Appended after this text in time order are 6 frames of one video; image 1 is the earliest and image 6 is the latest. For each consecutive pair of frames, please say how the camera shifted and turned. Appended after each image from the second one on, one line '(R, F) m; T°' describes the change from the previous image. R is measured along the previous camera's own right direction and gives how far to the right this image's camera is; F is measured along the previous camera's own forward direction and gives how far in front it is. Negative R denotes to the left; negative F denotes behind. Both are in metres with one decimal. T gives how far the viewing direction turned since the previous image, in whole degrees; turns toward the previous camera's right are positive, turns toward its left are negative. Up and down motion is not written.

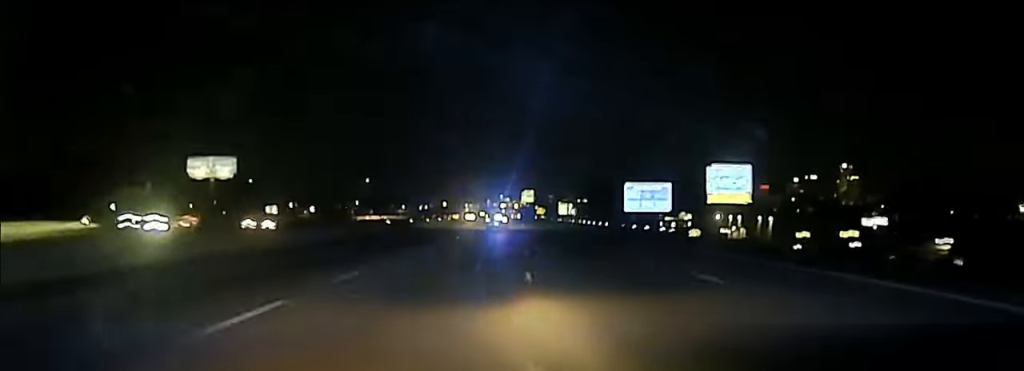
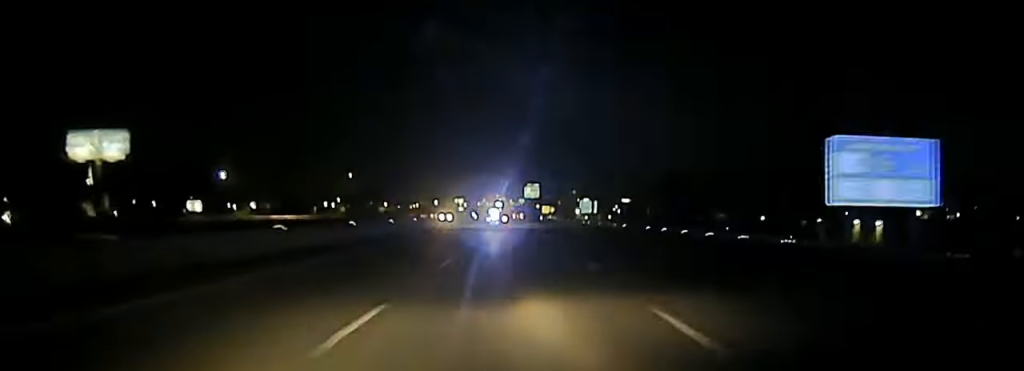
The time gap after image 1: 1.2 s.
(+0.2, +68.2) m; 0°
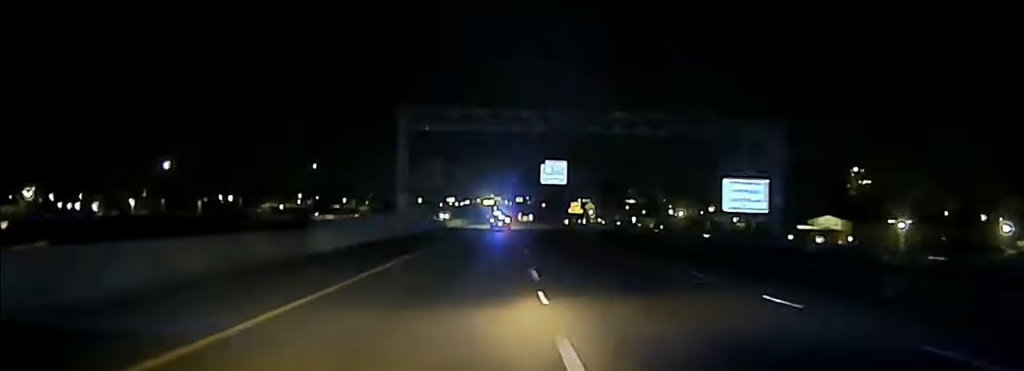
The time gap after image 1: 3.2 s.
(-0.5, +115.1) m; 0°
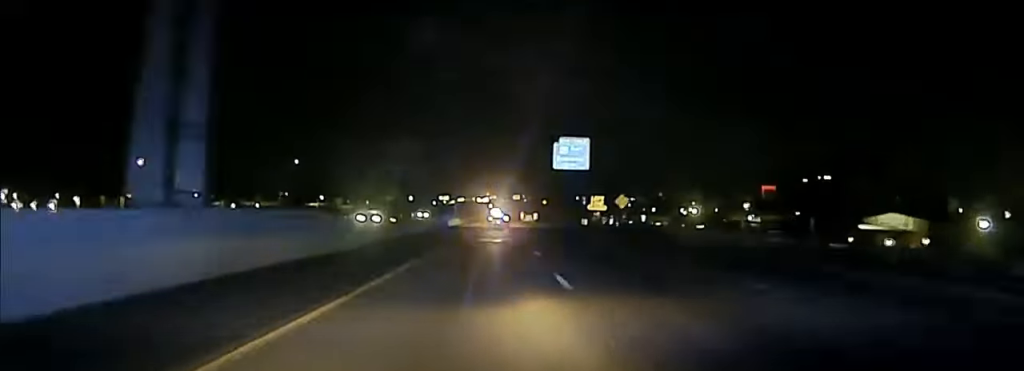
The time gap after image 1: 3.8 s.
(-0.1, +36.7) m; 0°
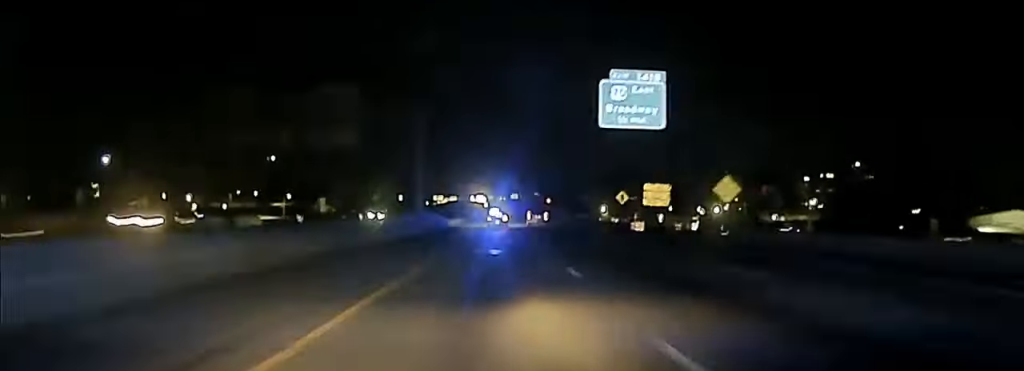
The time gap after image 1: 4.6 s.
(+0.6, +46.4) m; 0°
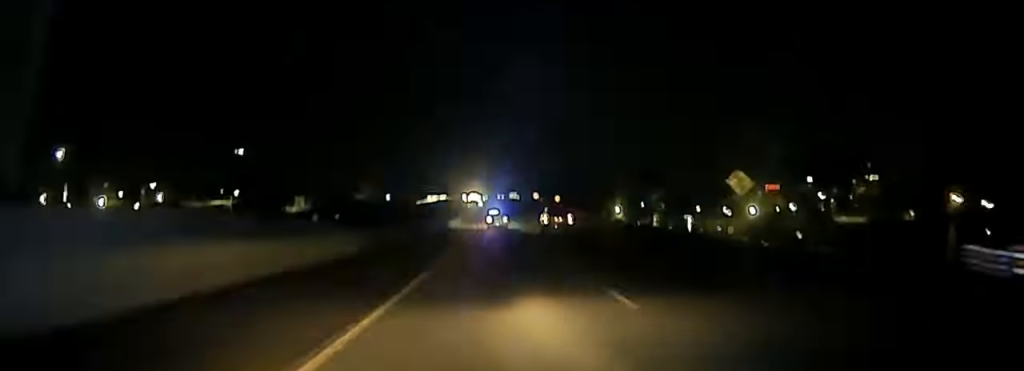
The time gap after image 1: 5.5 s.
(-0.4, +52.3) m; 0°
